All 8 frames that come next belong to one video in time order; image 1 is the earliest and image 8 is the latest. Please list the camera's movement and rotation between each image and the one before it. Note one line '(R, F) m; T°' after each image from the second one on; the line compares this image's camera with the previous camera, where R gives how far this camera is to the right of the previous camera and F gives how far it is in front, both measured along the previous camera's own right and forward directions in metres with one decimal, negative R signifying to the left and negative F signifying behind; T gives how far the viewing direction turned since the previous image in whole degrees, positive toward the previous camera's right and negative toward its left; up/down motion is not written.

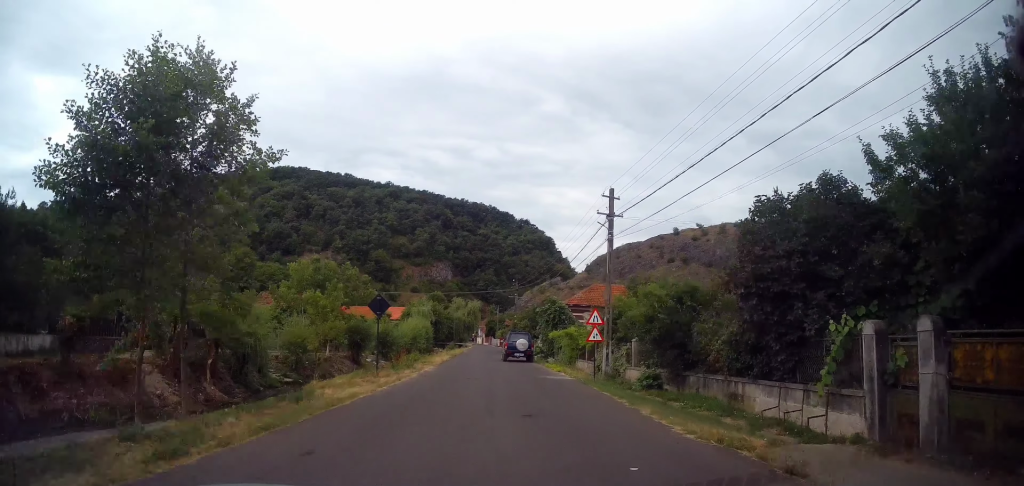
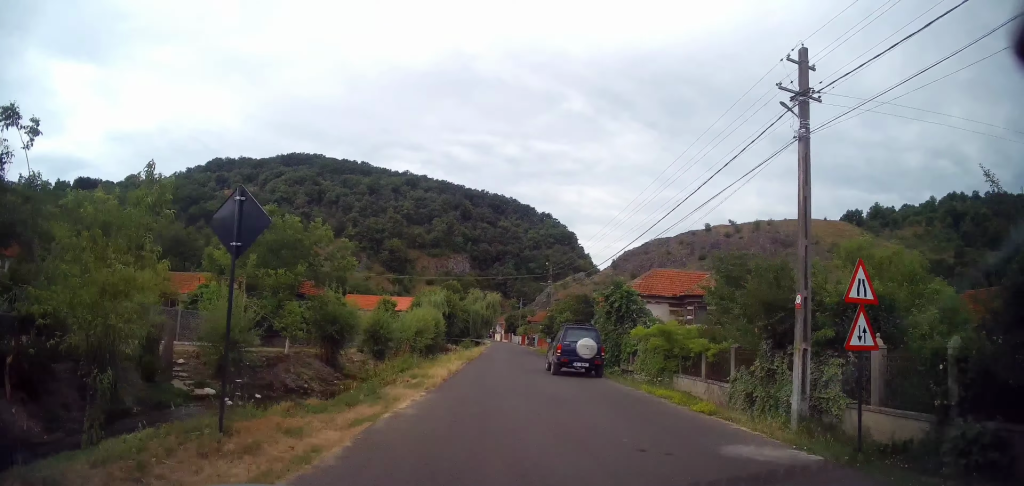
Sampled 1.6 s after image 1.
(-0.7, +11.6) m; -2°
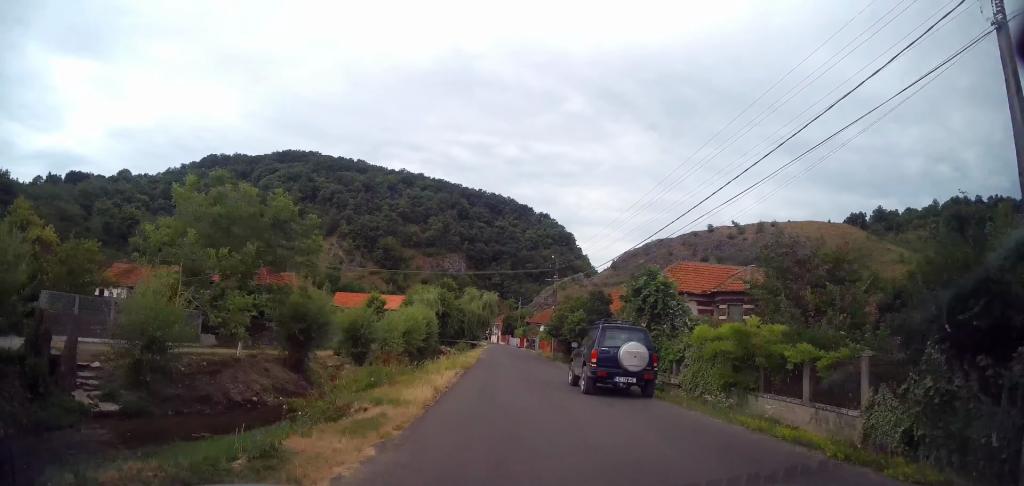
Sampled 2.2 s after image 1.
(+0.3, +5.5) m; +2°
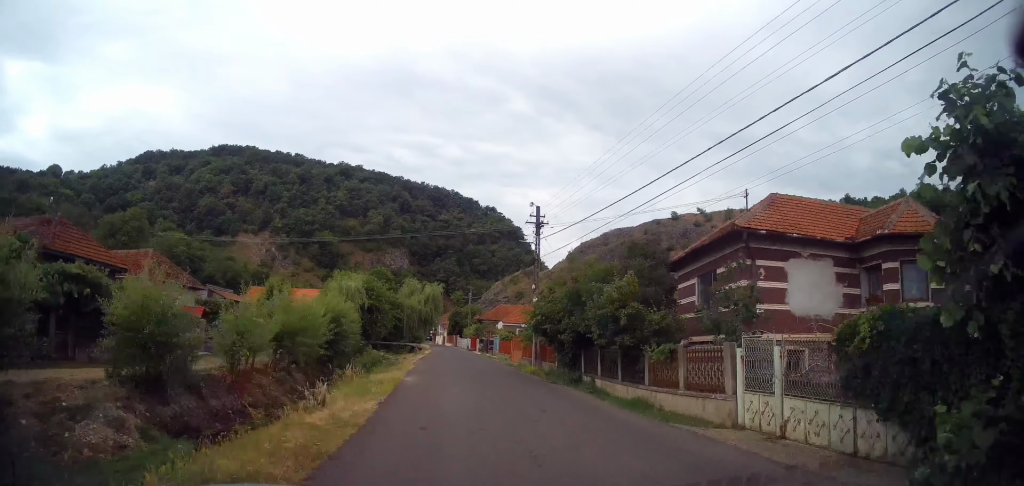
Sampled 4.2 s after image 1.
(+1.0, +17.8) m; +6°
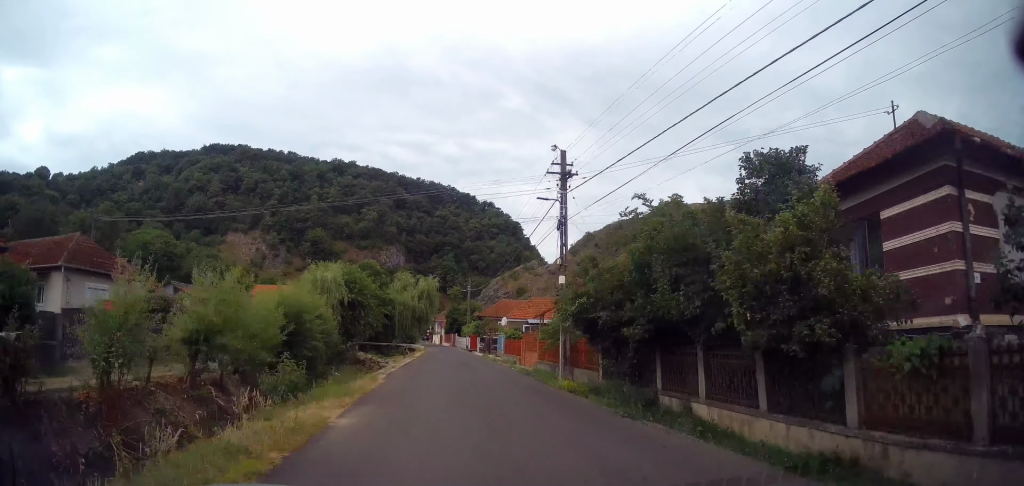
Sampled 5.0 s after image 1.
(+0.1, +7.9) m; 0°
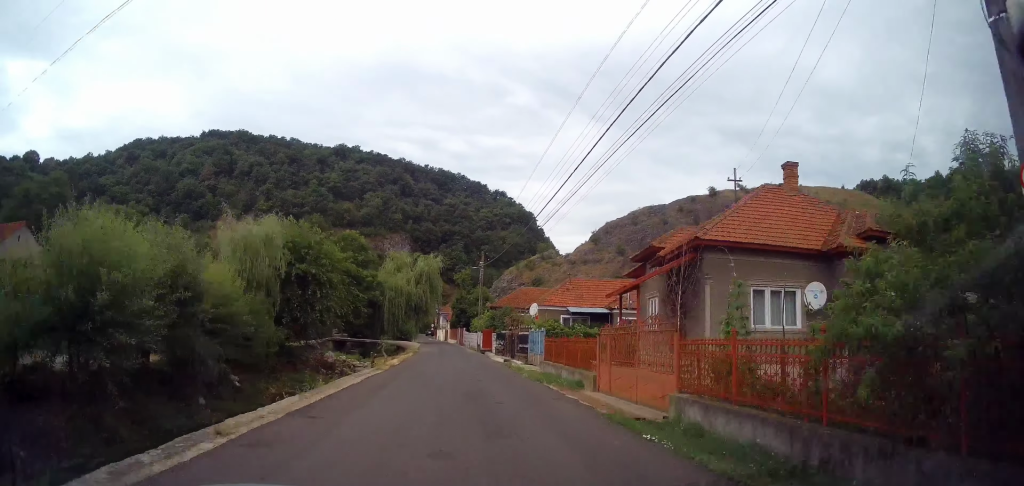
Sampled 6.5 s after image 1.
(-0.1, +16.0) m; -1°
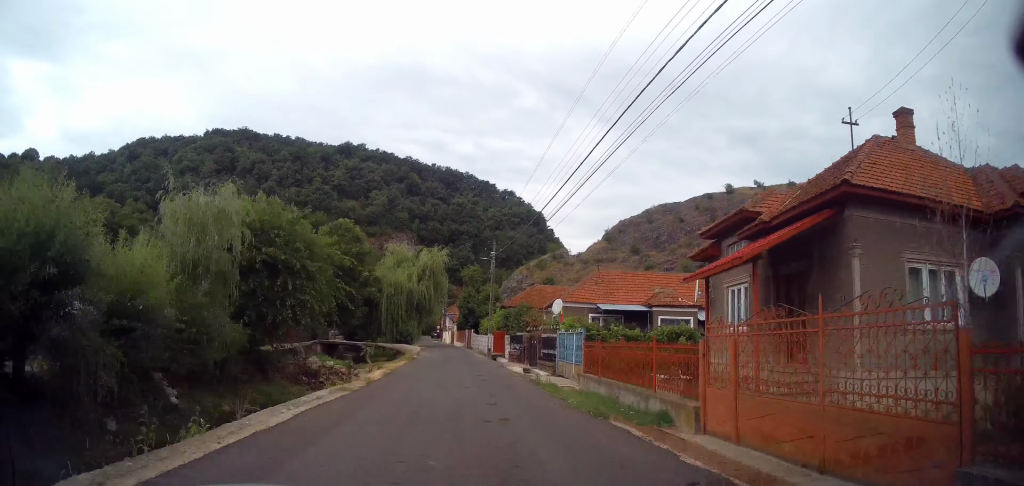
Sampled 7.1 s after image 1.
(0.0, +6.1) m; -2°
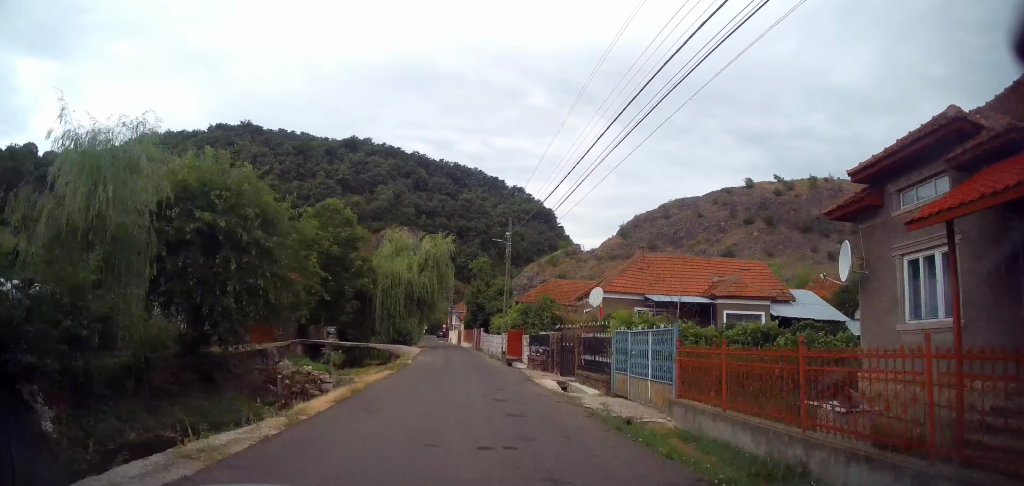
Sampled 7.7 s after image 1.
(-0.1, +6.9) m; -2°
